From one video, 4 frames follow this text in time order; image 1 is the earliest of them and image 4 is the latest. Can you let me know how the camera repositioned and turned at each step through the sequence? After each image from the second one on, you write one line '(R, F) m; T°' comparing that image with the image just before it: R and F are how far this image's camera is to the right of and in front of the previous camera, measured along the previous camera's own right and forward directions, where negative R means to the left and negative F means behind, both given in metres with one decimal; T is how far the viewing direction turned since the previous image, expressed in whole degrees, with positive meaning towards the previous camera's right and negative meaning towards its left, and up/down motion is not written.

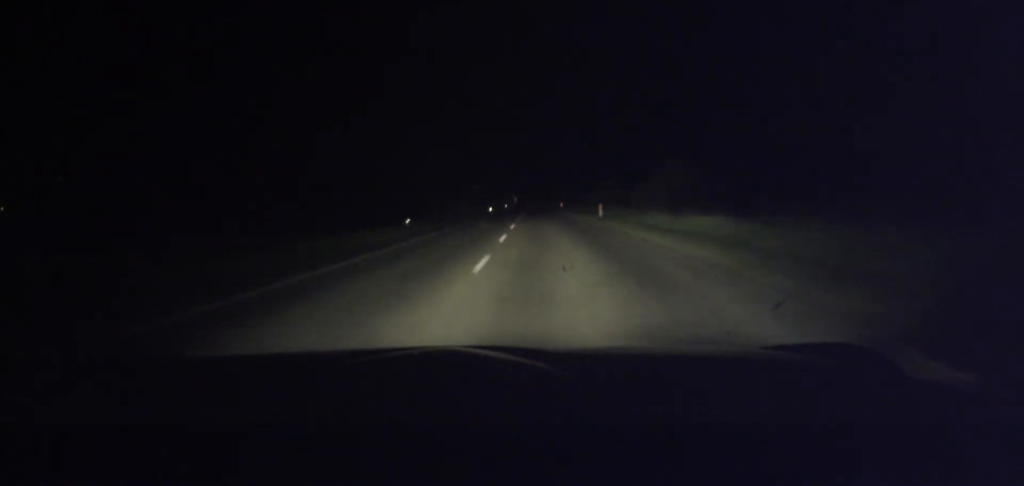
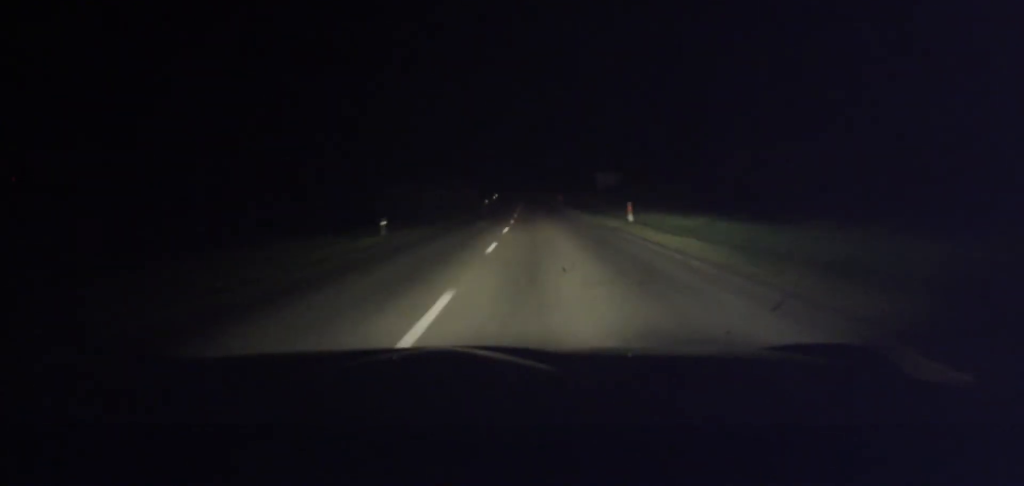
(+1.0, +100.9) m; 0°
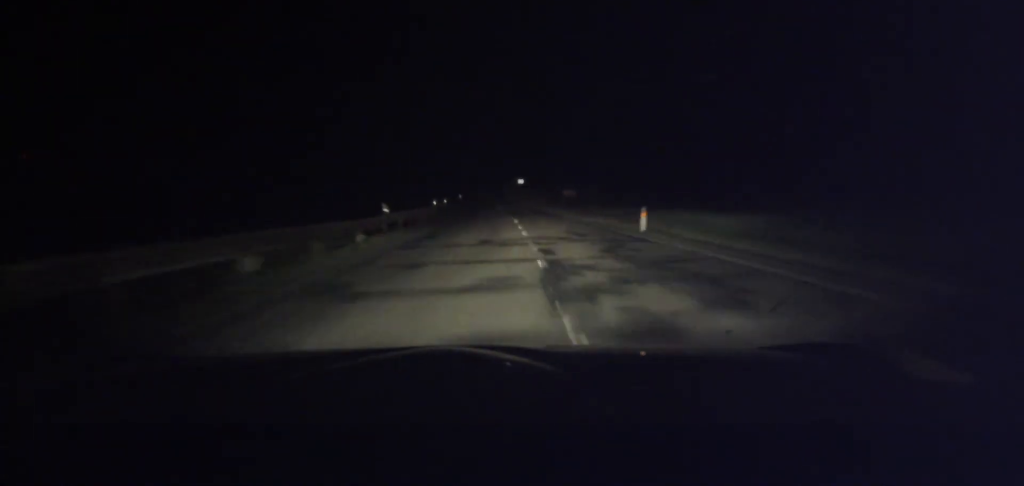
(-0.2, +186.4) m; -4°
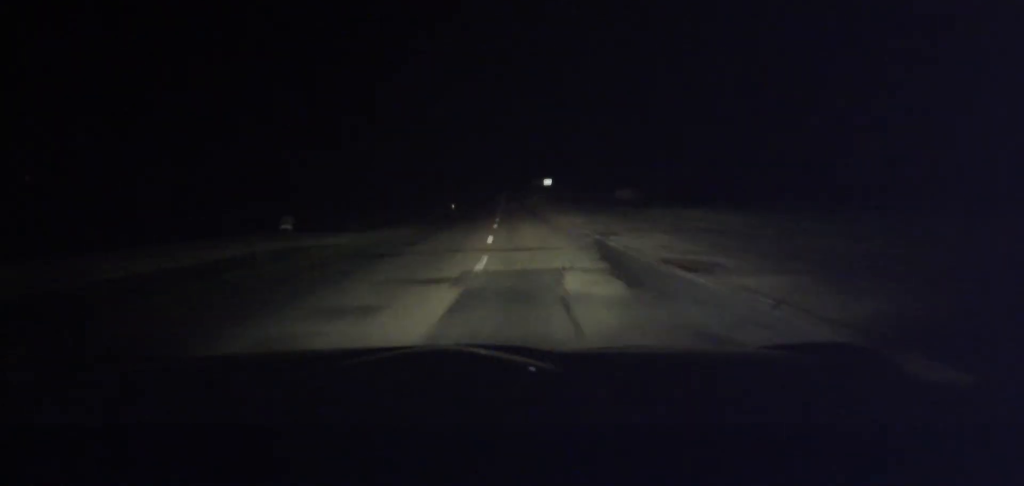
(-1.3, +35.3) m; -3°
